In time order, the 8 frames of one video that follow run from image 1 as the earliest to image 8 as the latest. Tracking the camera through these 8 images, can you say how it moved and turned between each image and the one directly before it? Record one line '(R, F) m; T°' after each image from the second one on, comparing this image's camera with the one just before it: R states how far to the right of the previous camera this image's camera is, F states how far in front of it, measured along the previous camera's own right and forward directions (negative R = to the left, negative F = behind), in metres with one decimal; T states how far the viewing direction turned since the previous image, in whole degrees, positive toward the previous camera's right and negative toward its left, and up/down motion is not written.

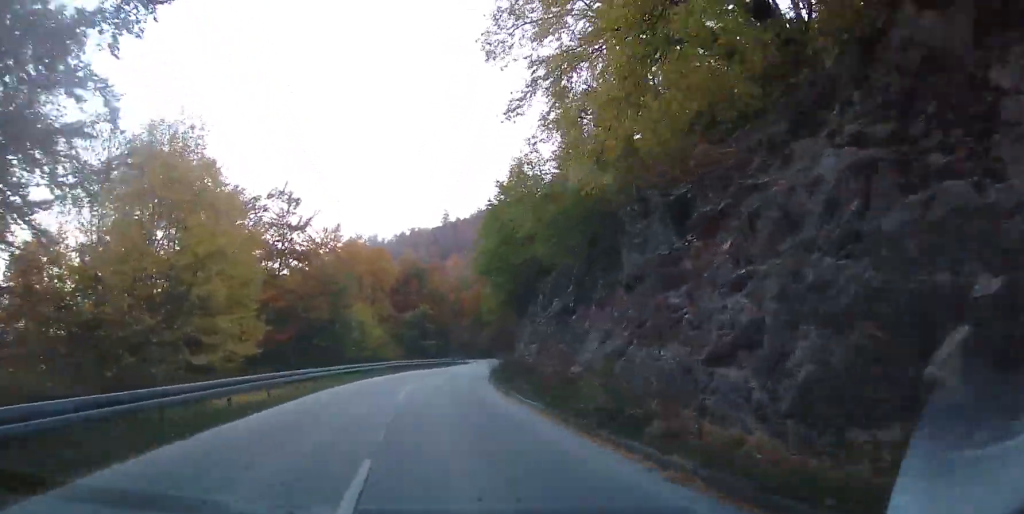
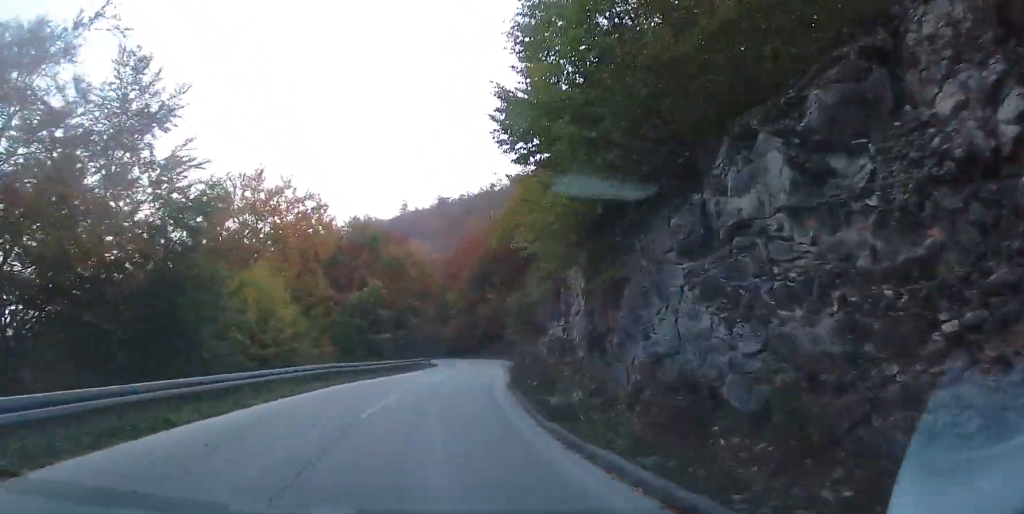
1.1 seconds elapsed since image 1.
(+1.1, +19.3) m; +7°
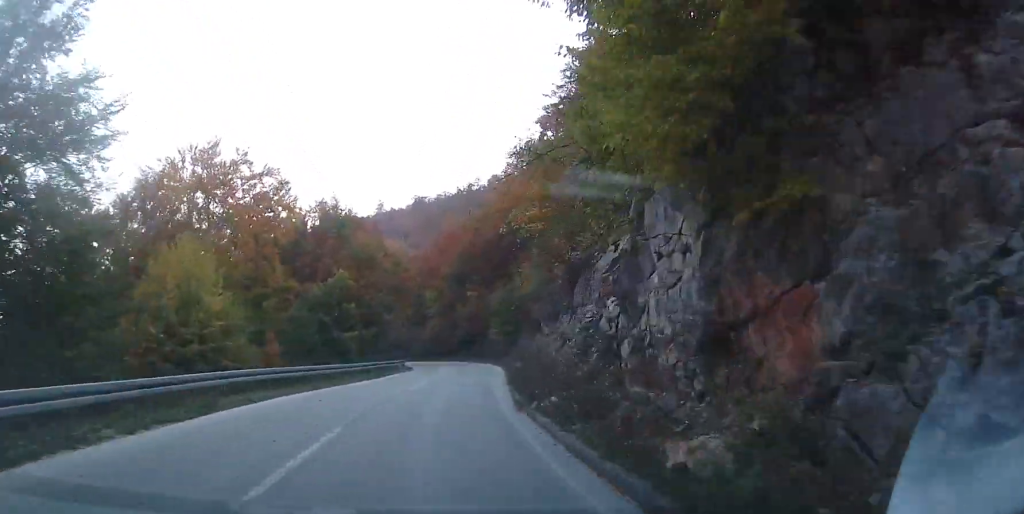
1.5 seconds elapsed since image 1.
(+0.3, +6.9) m; +2°
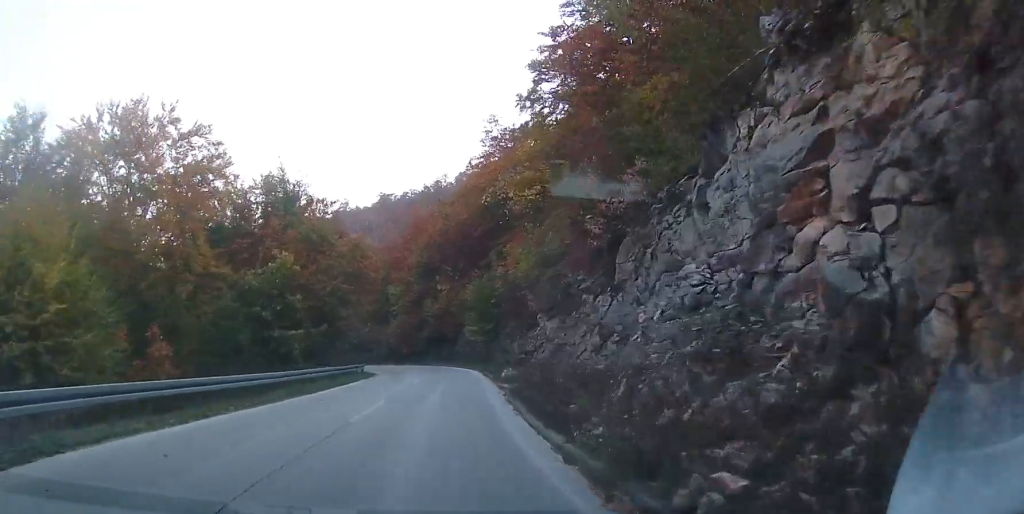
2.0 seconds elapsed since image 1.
(+0.2, +8.6) m; +2°
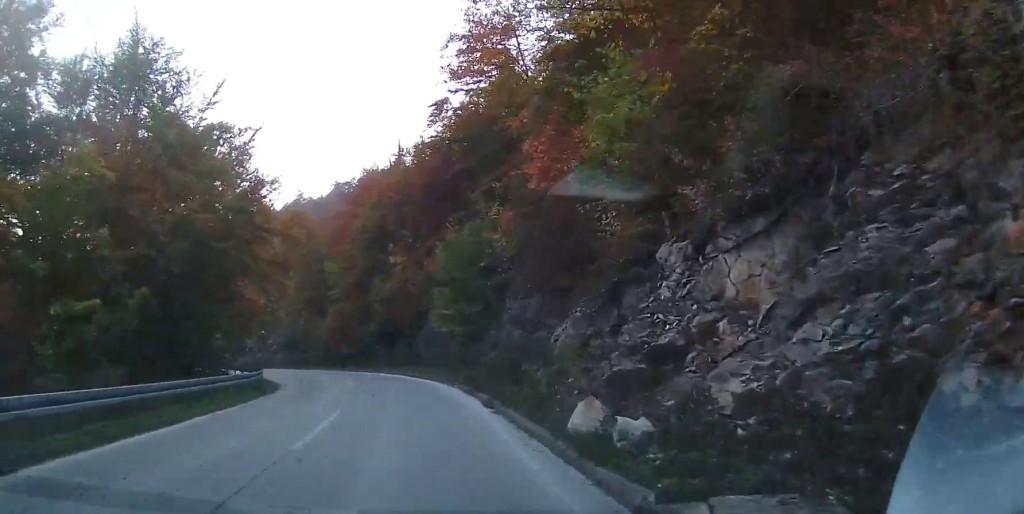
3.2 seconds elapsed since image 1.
(+0.4, +19.4) m; +2°
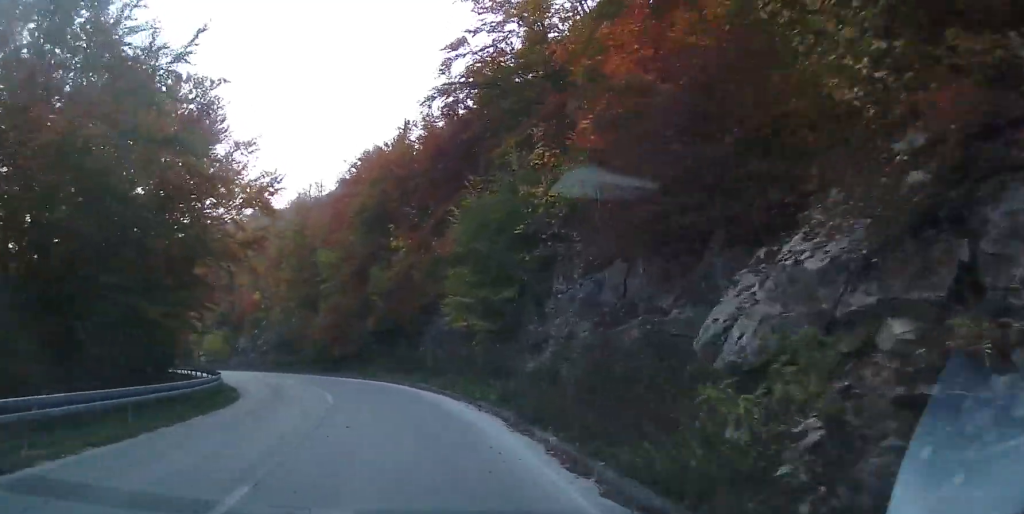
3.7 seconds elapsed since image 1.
(+0.1, +7.9) m; +1°
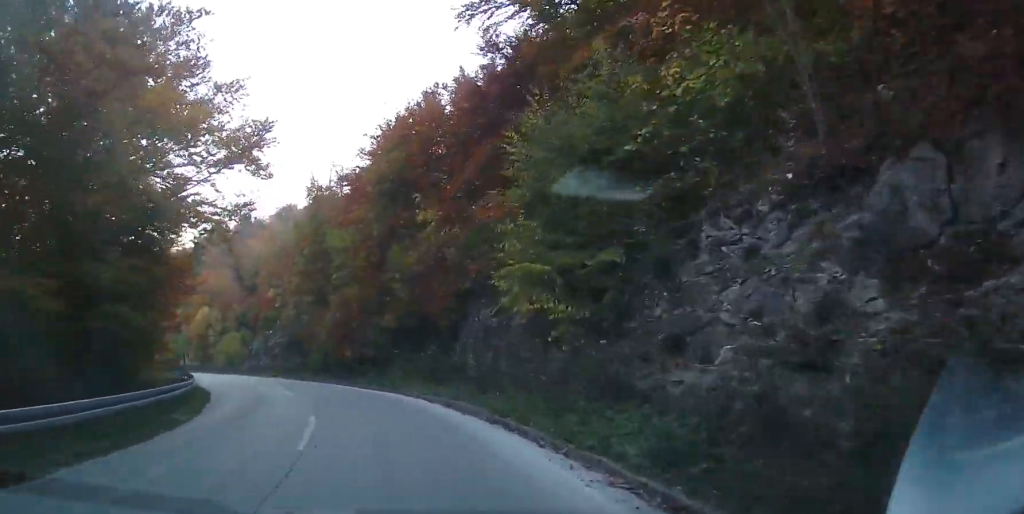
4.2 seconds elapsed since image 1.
(0.0, +8.1) m; -3°
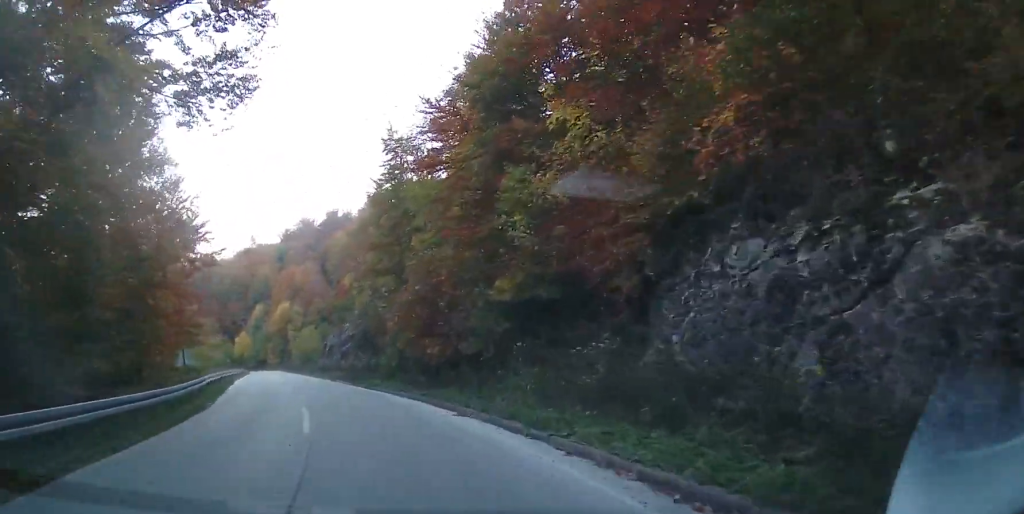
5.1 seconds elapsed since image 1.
(-0.4, +13.0) m; -8°
